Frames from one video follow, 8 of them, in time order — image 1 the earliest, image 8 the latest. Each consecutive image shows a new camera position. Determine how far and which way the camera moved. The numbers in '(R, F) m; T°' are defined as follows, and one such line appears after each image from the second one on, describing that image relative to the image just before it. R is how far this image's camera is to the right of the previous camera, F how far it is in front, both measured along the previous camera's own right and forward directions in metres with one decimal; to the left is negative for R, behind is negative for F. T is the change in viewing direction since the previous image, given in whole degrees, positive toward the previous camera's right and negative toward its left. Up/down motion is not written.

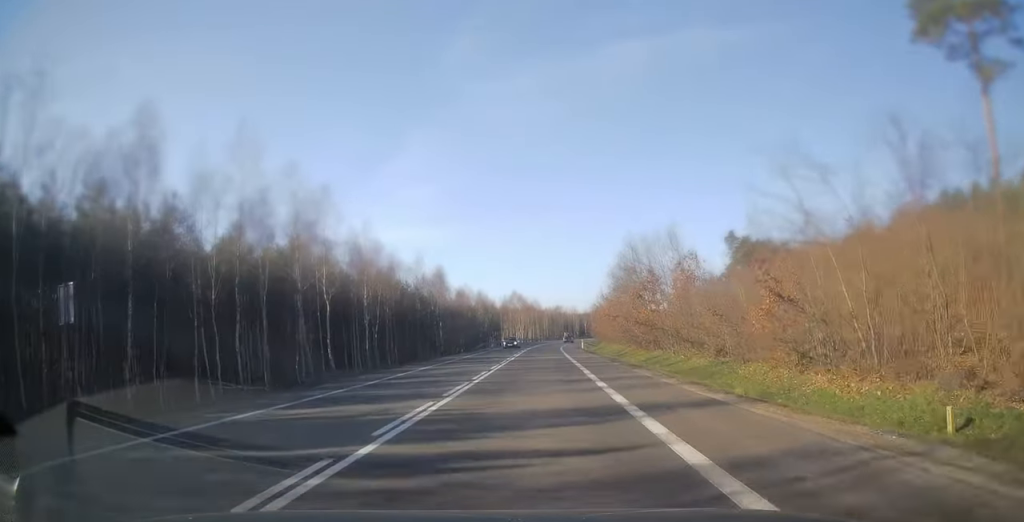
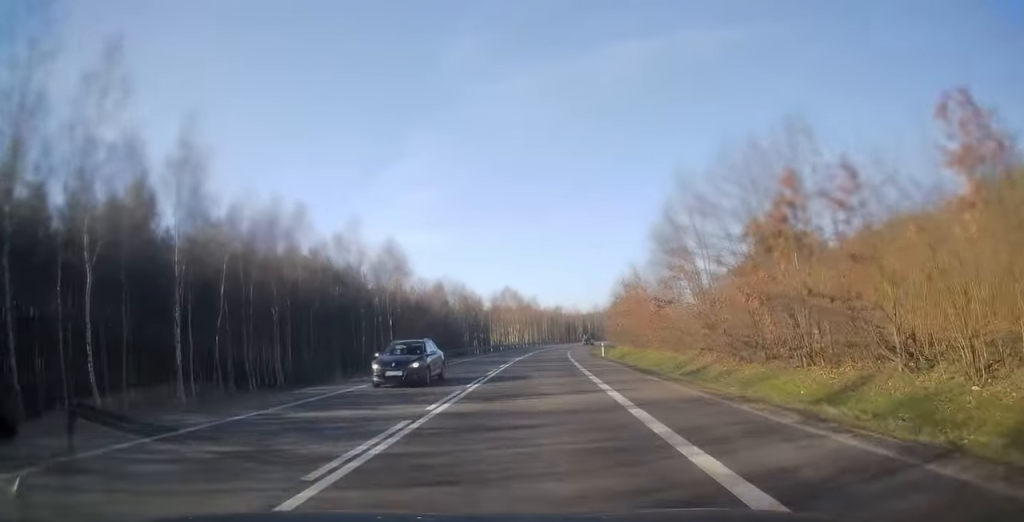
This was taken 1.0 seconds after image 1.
(+0.1, +26.4) m; 0°
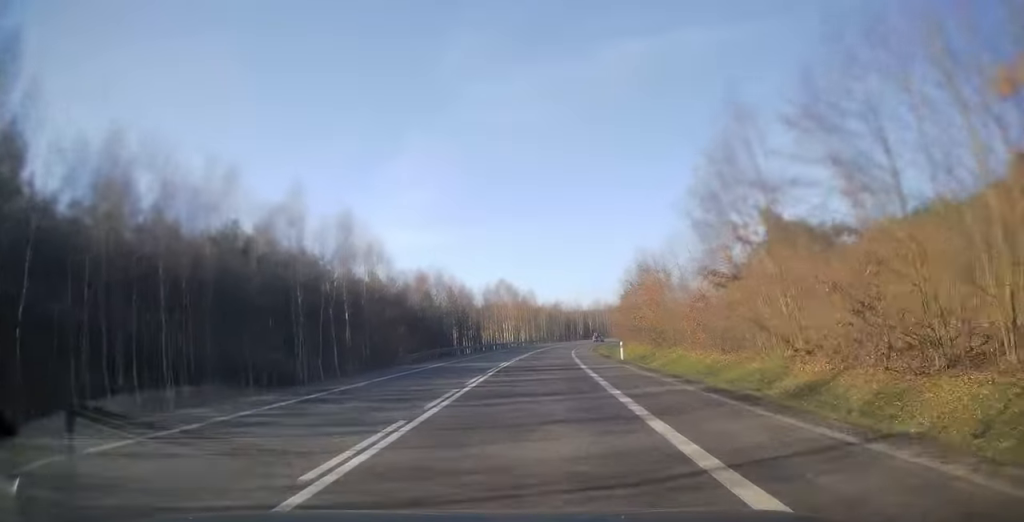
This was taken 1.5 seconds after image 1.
(0.0, +12.3) m; 0°
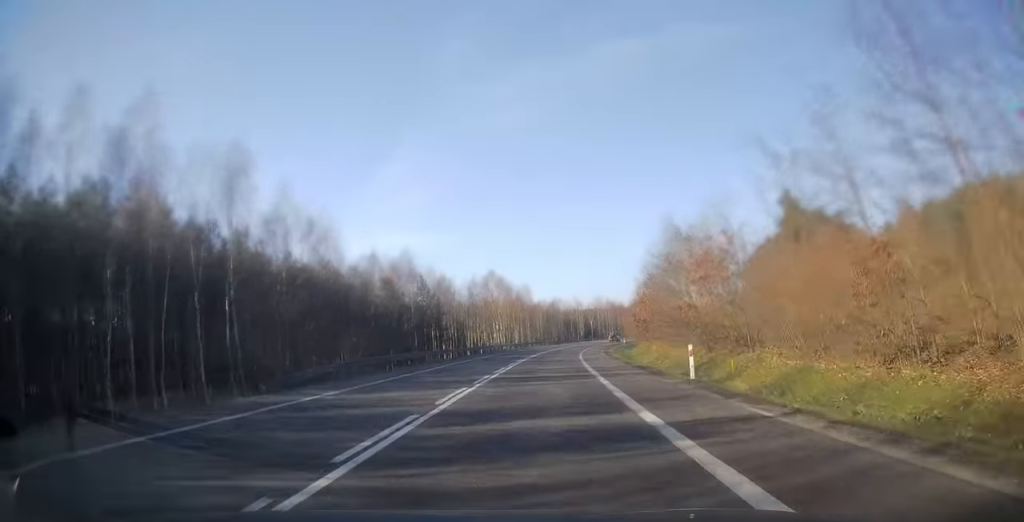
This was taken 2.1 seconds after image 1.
(-0.1, +17.1) m; +1°
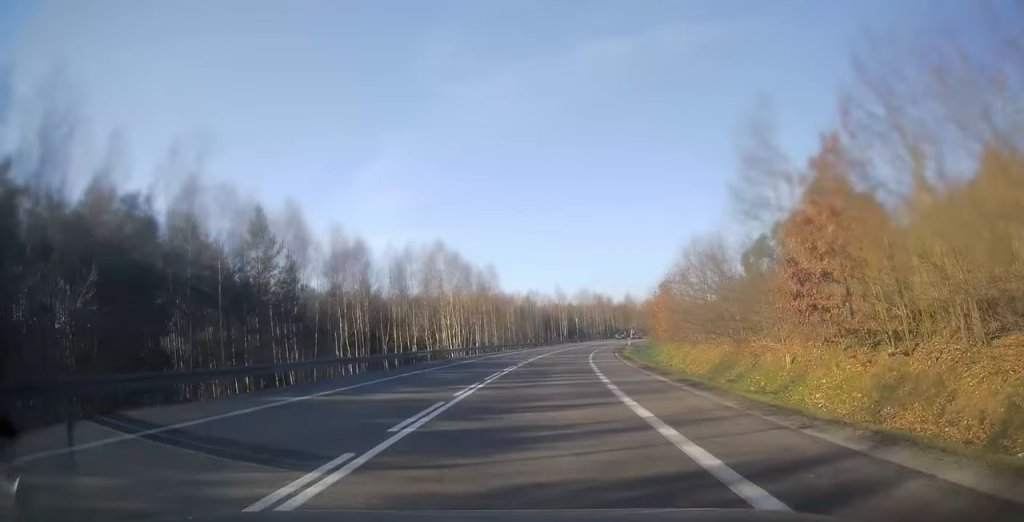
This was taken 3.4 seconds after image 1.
(+1.1, +33.7) m; +3°
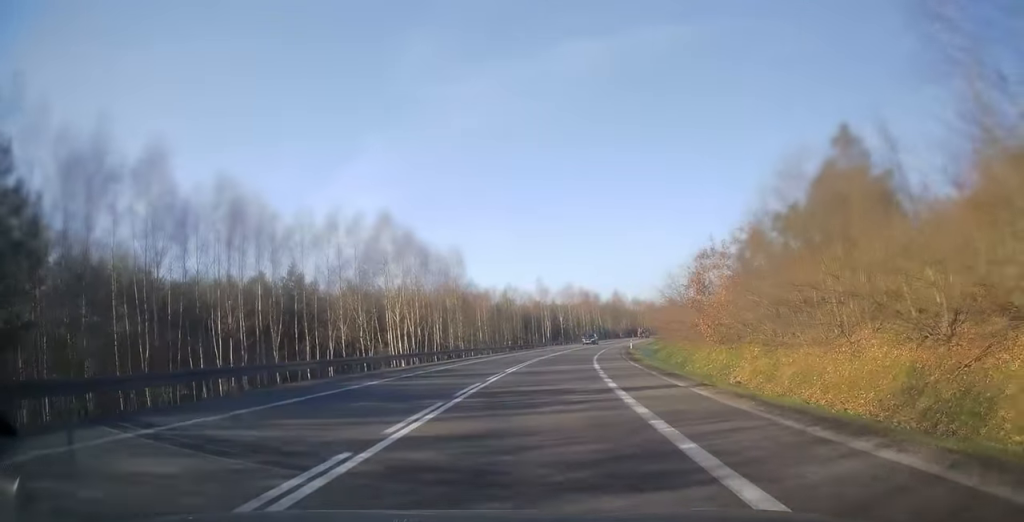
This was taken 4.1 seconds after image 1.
(+0.2, +18.1) m; +2°
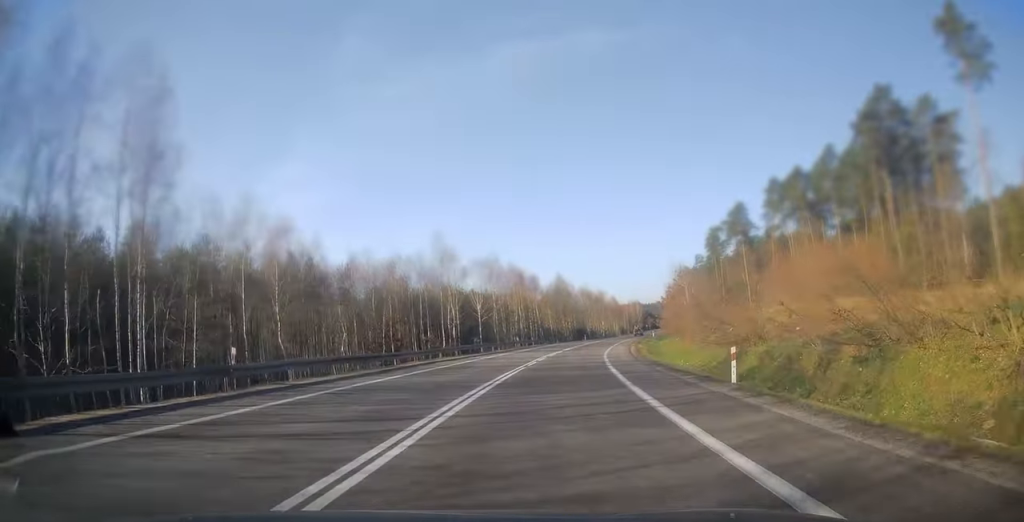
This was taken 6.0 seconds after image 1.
(+3.0, +50.3) m; +8°
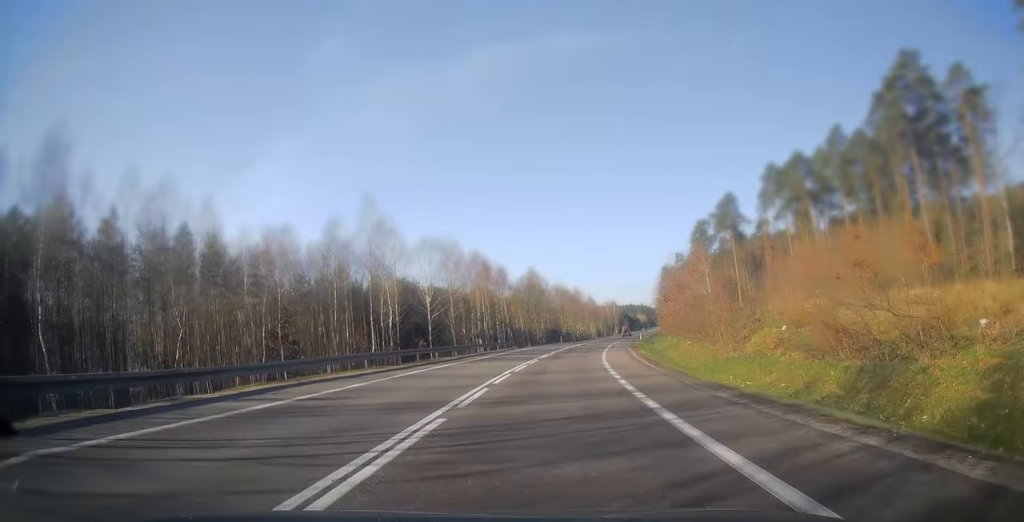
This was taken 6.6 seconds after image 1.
(+0.6, +16.3) m; +3°
